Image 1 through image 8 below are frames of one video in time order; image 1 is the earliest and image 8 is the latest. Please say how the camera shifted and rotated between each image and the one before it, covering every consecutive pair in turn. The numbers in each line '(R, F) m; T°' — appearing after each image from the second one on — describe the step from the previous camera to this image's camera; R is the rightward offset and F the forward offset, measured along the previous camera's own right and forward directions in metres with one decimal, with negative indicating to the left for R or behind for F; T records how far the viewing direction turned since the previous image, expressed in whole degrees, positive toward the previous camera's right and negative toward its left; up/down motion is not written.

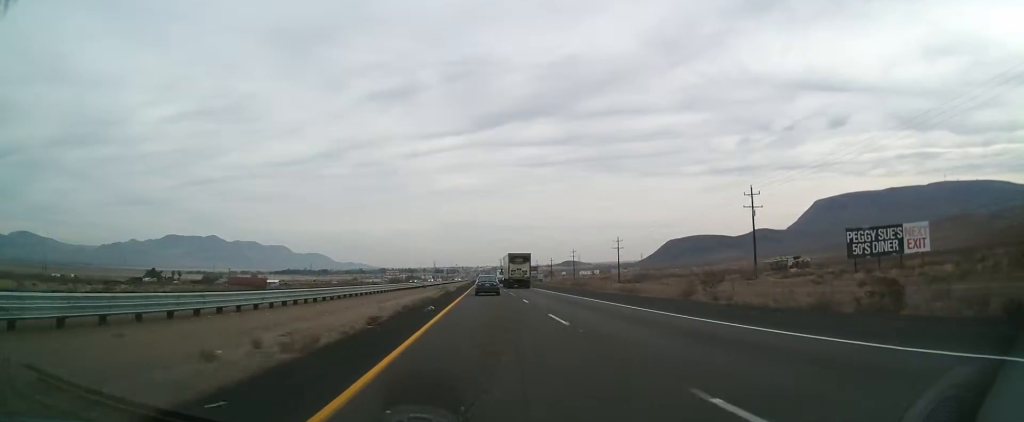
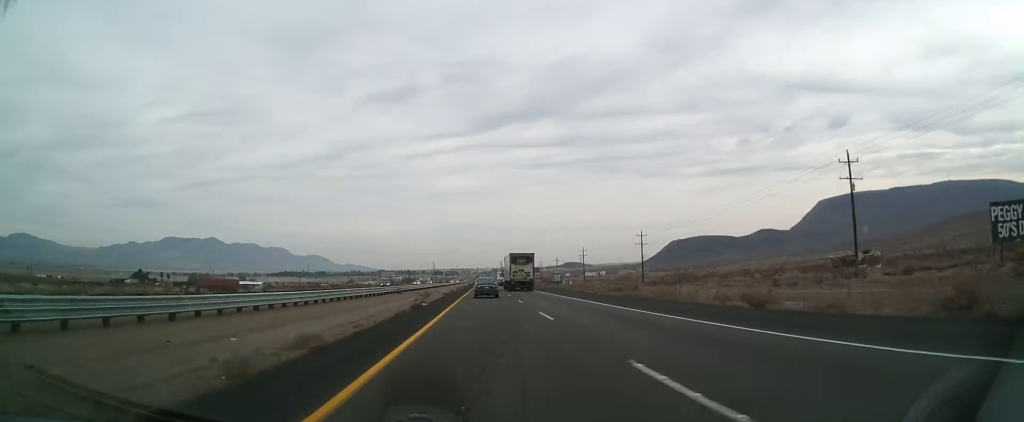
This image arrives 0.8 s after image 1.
(-0.2, +26.3) m; -1°
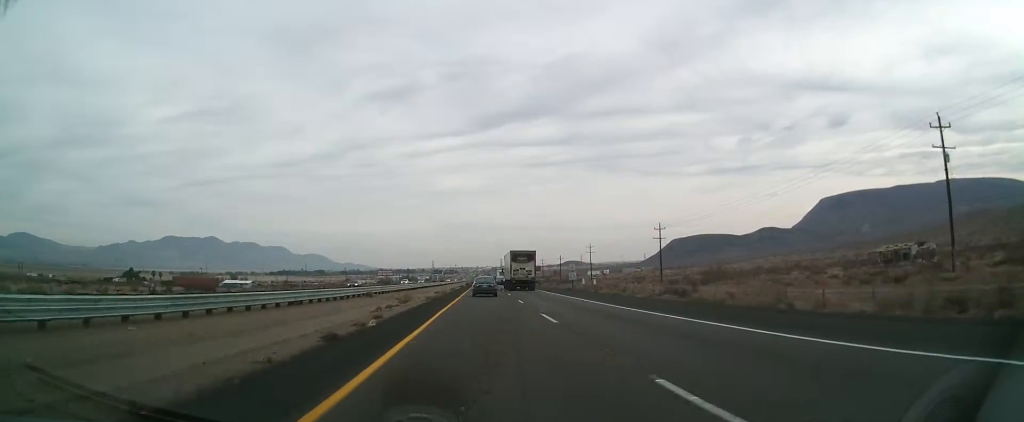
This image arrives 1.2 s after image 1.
(-0.1, +16.0) m; 0°
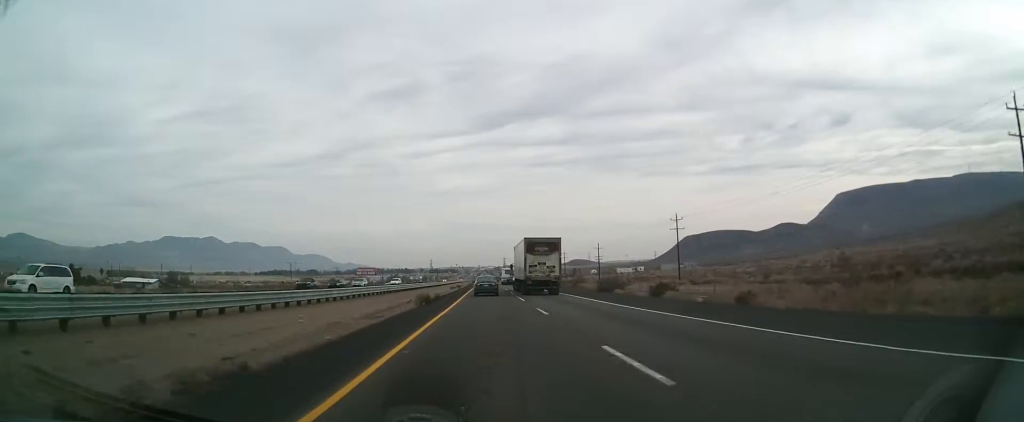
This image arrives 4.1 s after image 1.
(+1.0, +98.4) m; +1°
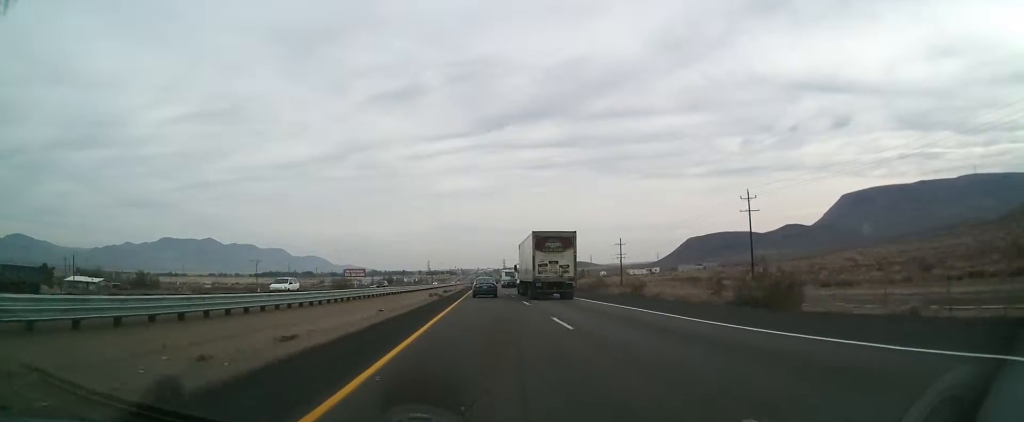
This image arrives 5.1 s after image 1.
(+0.5, +35.5) m; 0°
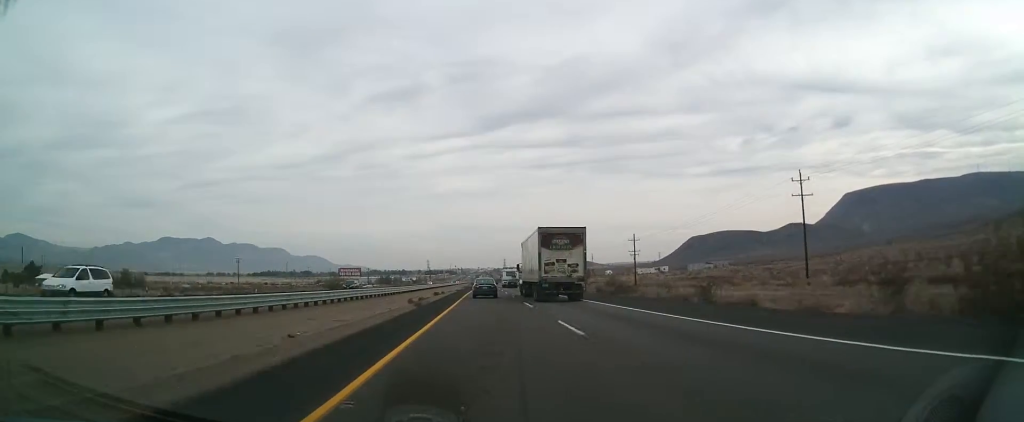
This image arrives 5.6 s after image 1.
(-0.1, +16.0) m; 0°
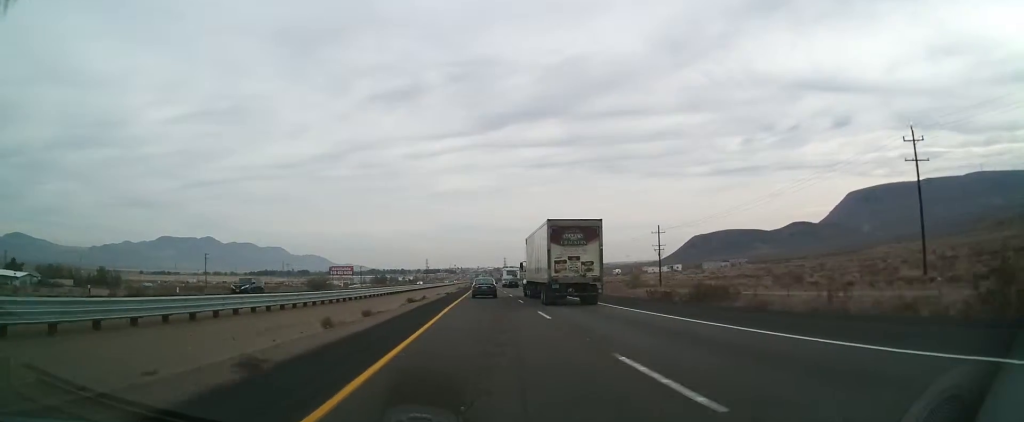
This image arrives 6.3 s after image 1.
(-0.1, +22.9) m; 0°
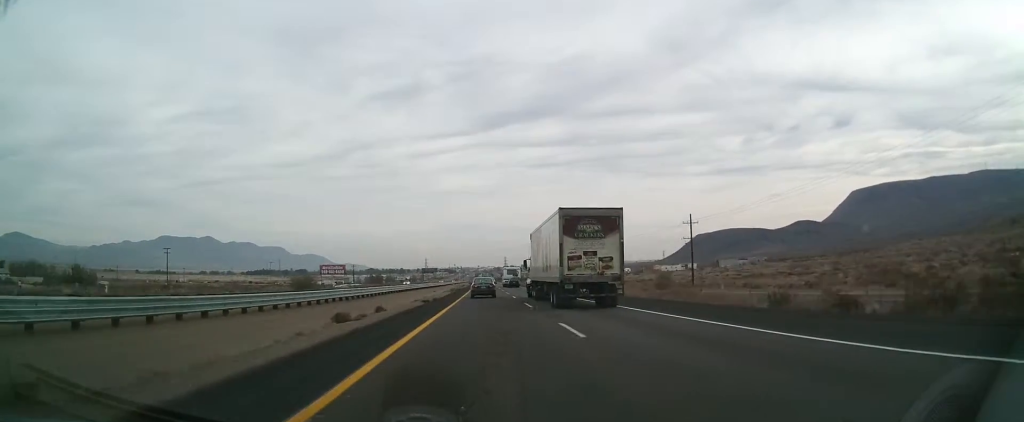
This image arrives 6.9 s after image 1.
(0.0, +21.8) m; 0°
